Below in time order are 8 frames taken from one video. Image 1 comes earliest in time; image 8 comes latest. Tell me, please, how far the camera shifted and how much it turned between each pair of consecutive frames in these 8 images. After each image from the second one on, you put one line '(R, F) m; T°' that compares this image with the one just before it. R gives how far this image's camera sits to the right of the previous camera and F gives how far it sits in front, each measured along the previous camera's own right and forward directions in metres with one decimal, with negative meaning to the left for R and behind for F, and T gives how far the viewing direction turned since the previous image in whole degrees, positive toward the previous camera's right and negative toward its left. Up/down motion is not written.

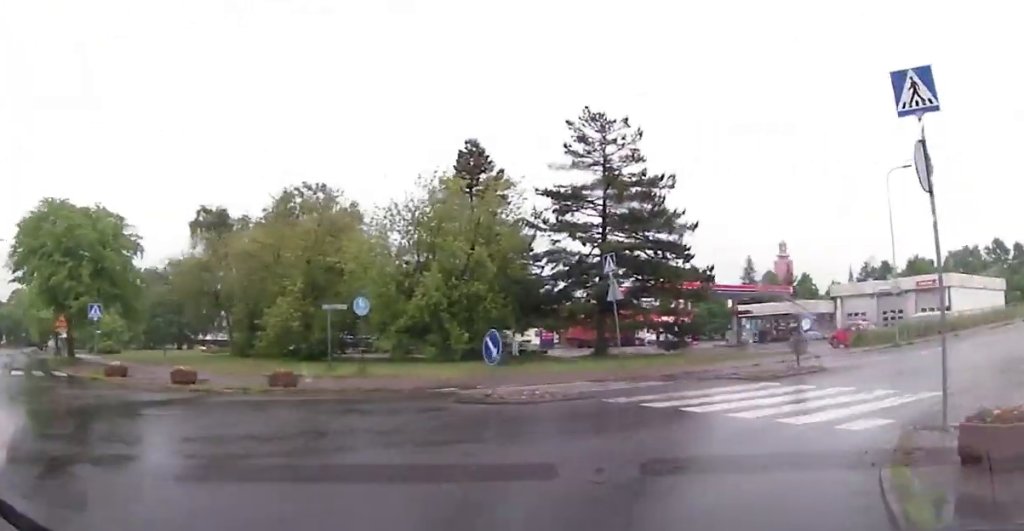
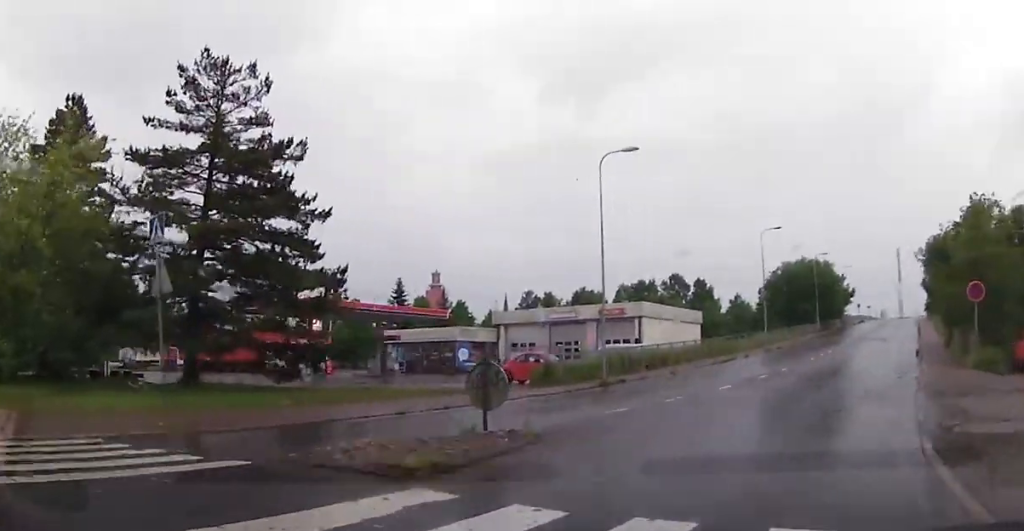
(+2.0, +9.3) m; +27°
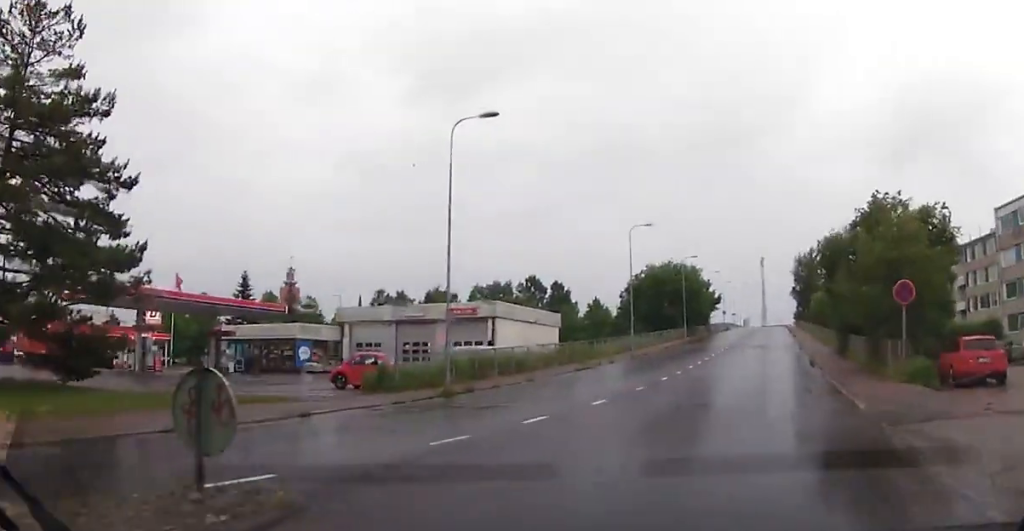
(+0.7, +4.2) m; +9°
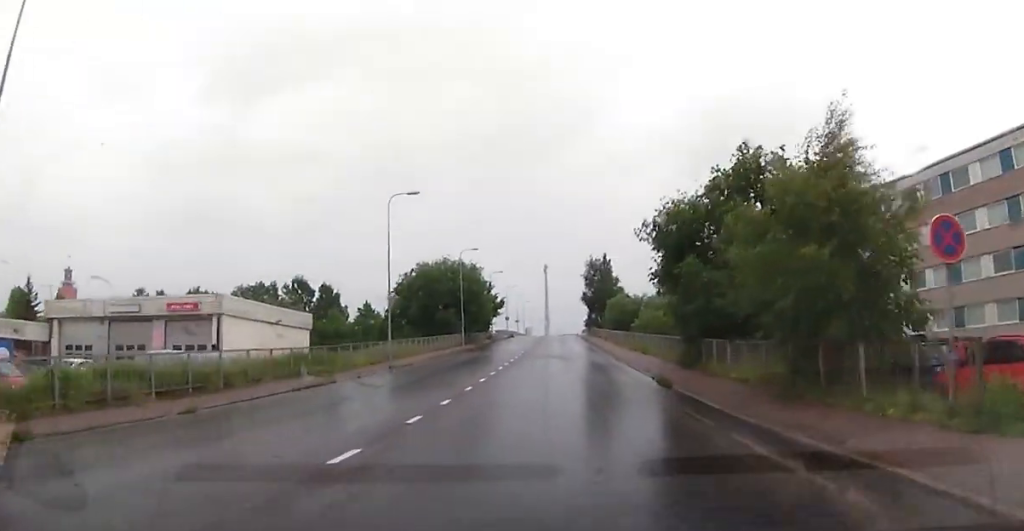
(+2.1, +11.6) m; +15°
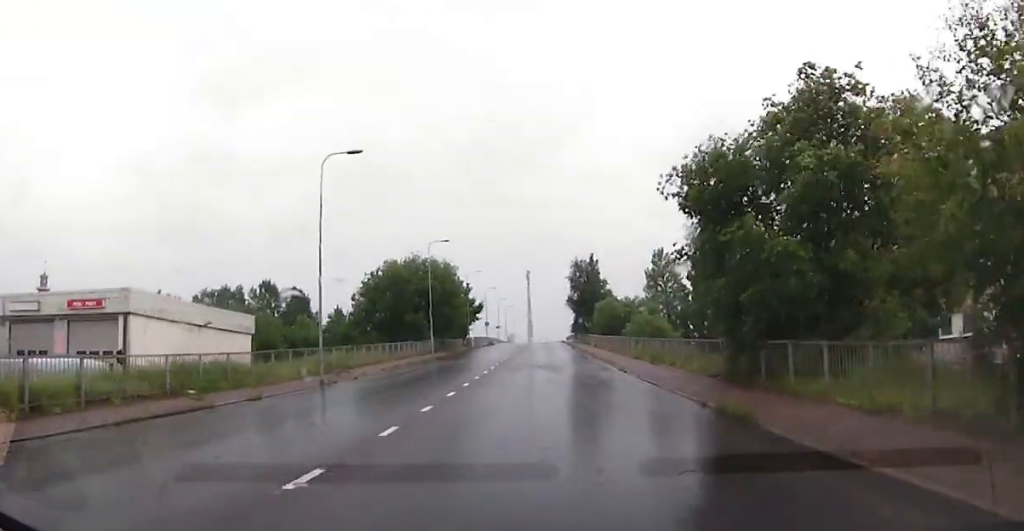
(+0.3, +8.8) m; +2°
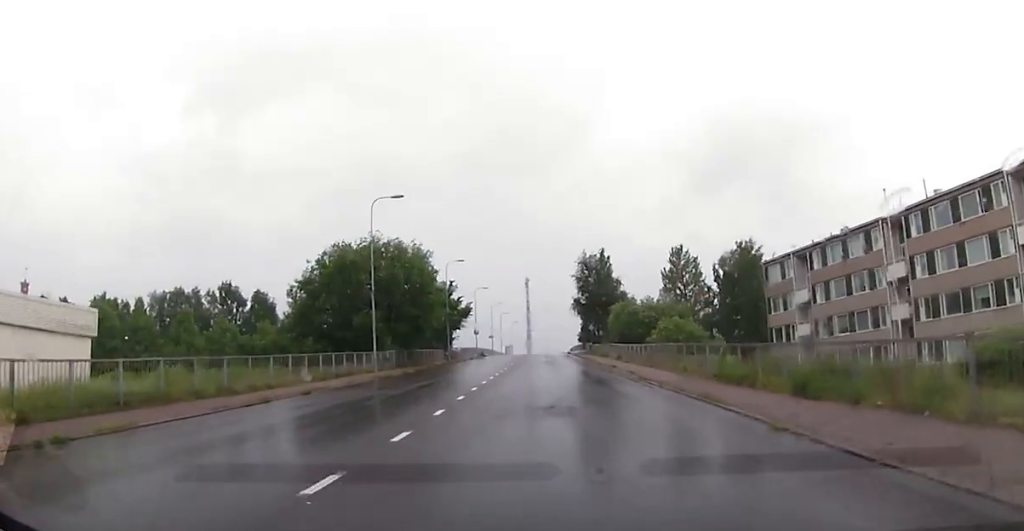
(+0.3, +19.0) m; +1°
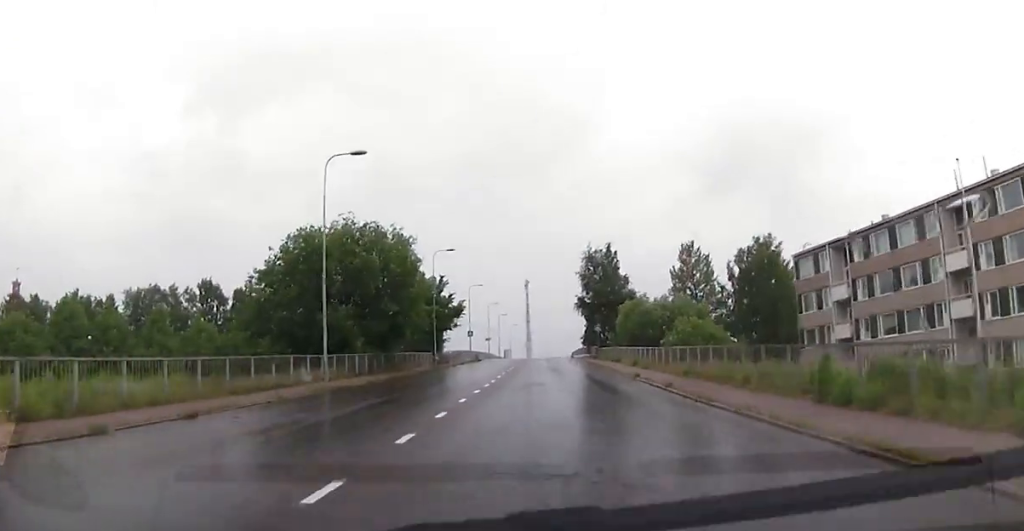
(+0.1, +8.1) m; 0°
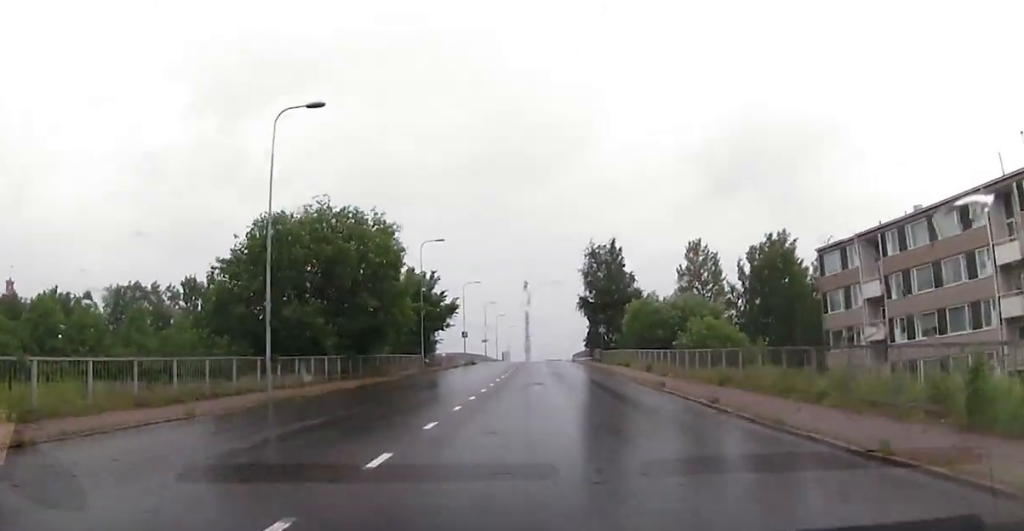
(-0.1, +5.6) m; 0°
